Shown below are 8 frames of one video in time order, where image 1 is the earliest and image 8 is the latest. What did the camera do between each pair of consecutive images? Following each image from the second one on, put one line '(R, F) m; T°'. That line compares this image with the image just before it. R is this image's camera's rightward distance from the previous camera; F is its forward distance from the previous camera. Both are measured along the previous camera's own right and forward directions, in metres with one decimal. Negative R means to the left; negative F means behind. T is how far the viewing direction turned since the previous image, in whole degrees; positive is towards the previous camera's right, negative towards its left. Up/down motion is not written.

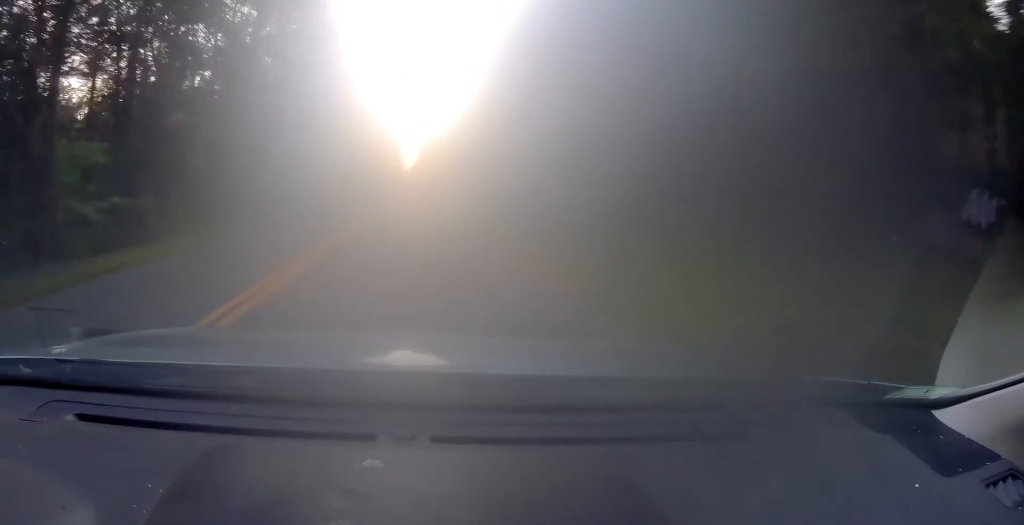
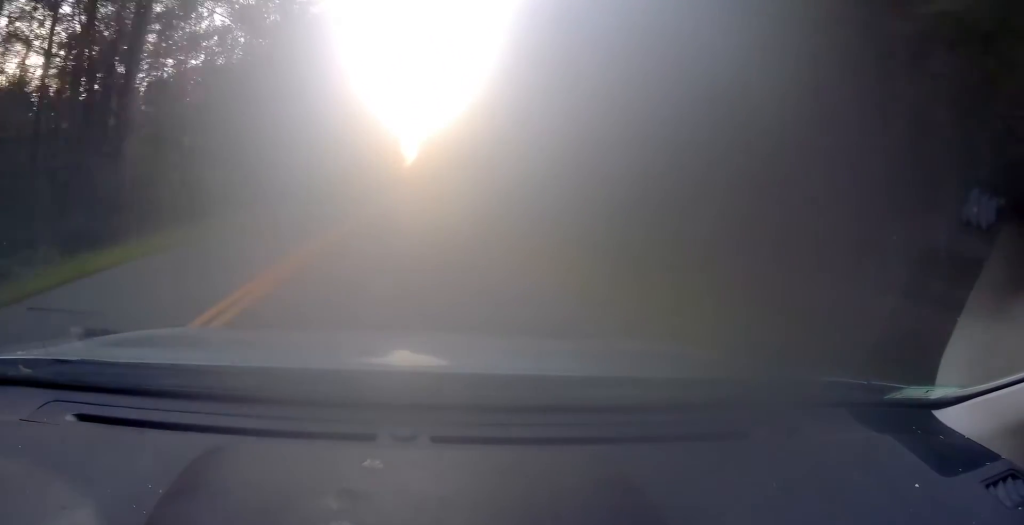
(0.0, +11.5) m; -1°
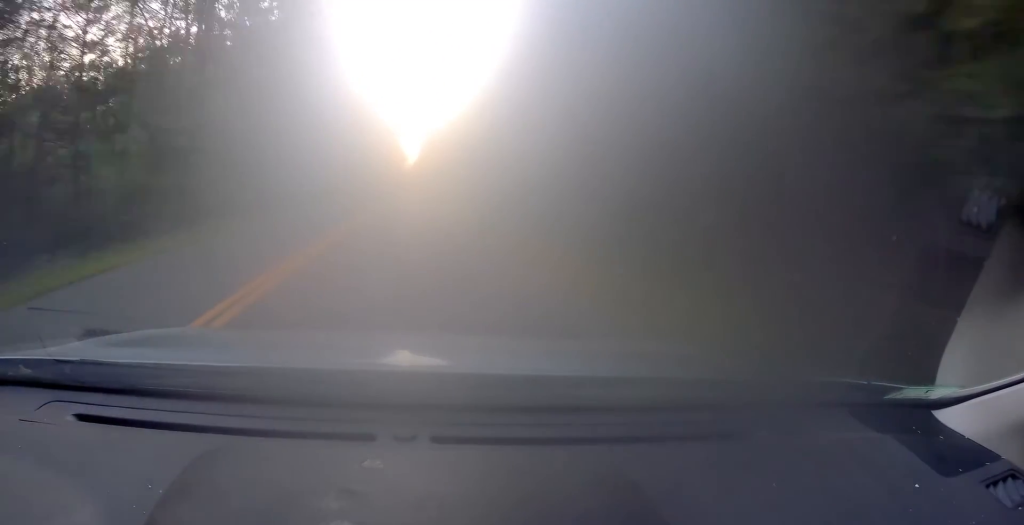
(+0.1, +13.7) m; -1°
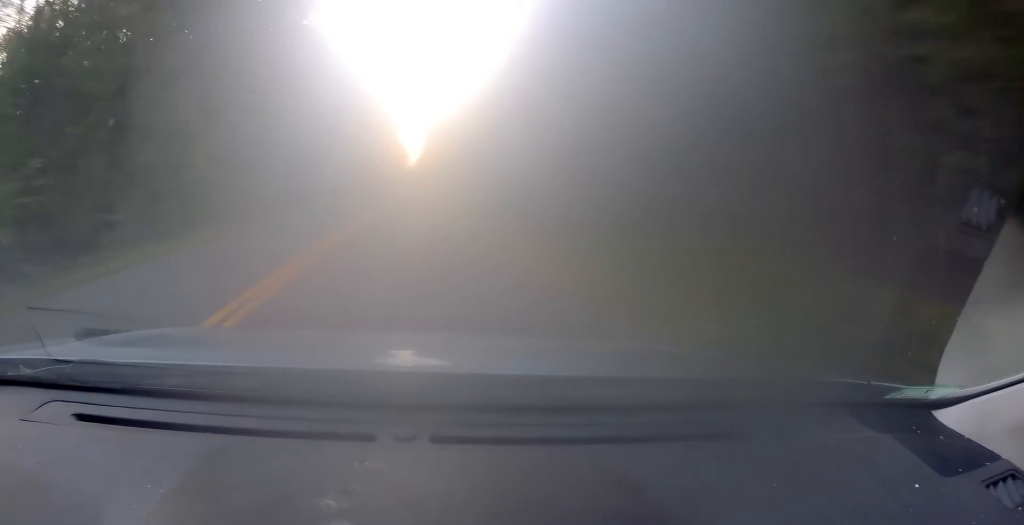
(-0.7, +22.4) m; -1°
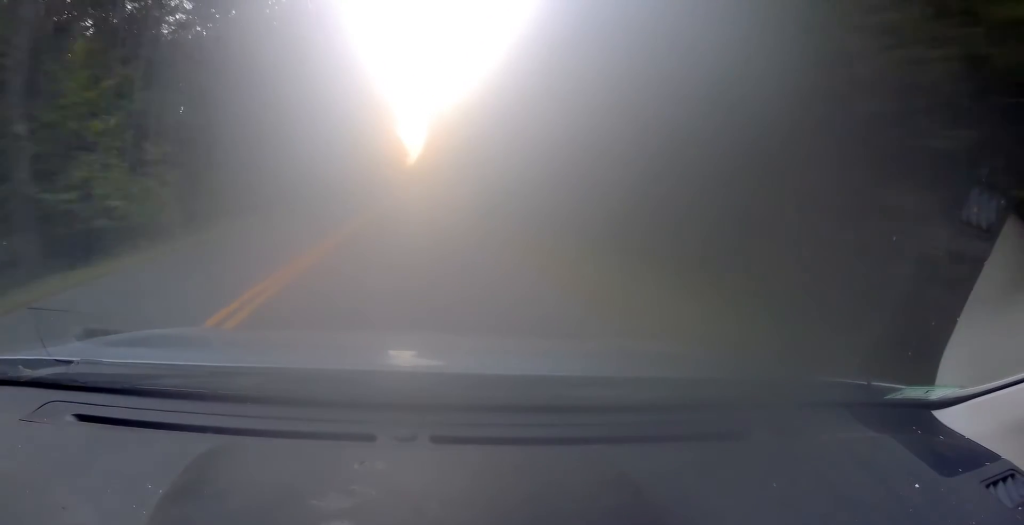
(+0.2, +14.4) m; 0°
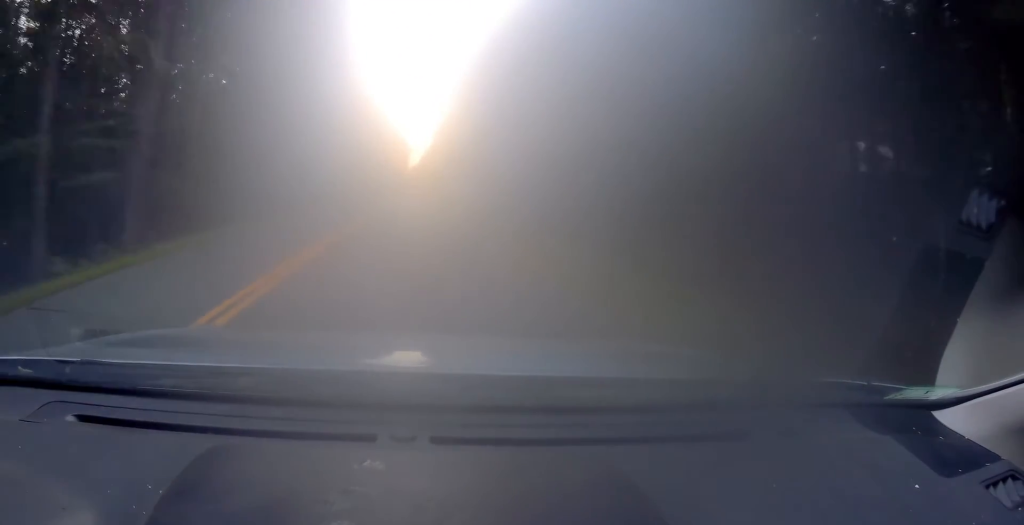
(+0.9, +63.2) m; +1°
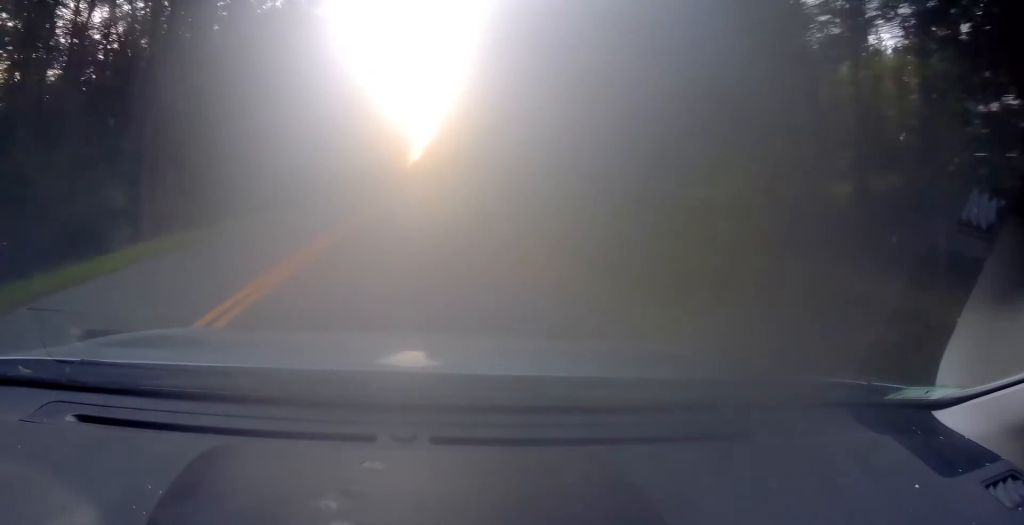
(0.0, +26.1) m; 0°
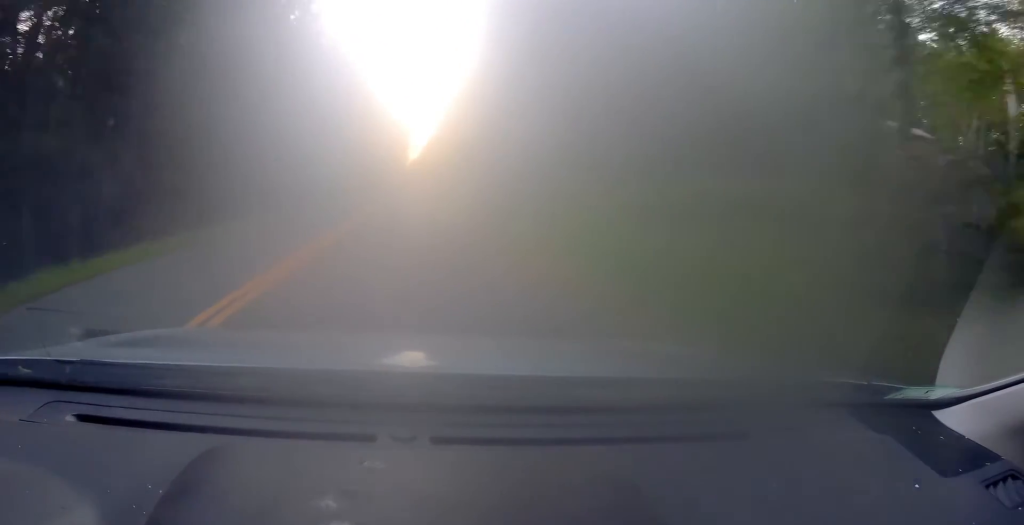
(+0.2, +13.9) m; 0°
